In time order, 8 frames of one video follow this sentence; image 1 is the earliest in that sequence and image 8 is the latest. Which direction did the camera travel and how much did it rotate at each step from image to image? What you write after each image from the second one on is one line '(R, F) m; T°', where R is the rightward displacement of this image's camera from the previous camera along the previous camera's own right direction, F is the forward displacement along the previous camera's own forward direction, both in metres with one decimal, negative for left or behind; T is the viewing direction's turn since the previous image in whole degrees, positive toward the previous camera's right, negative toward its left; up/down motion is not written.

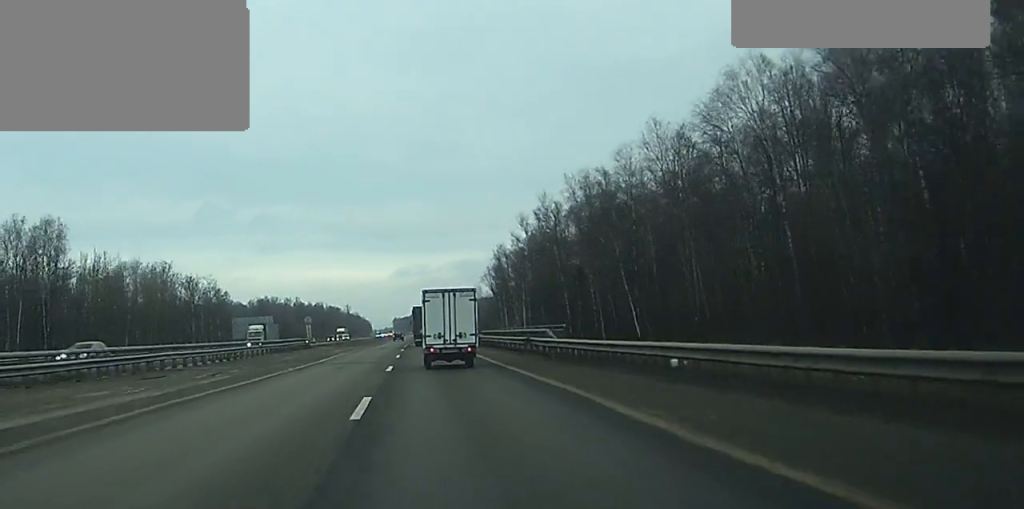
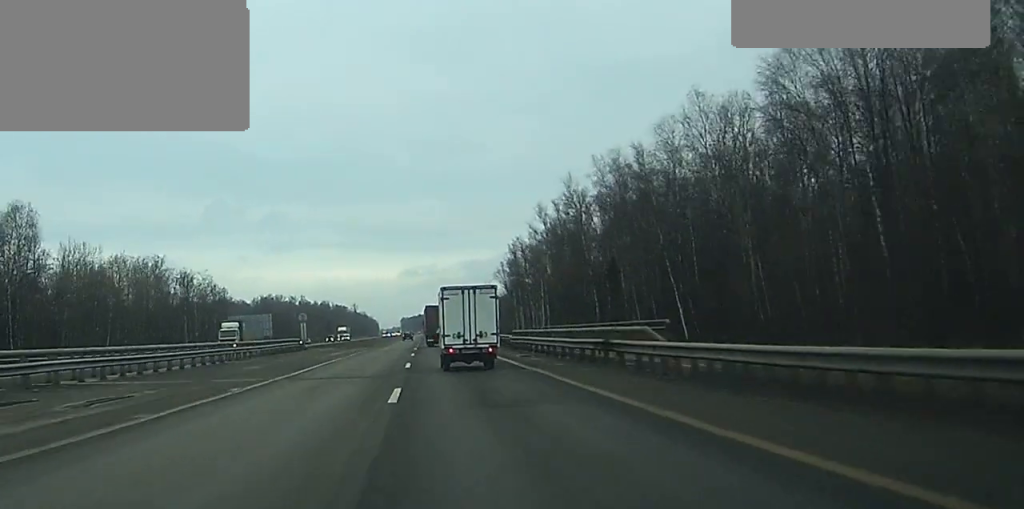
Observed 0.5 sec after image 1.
(0.0, +13.1) m; 0°
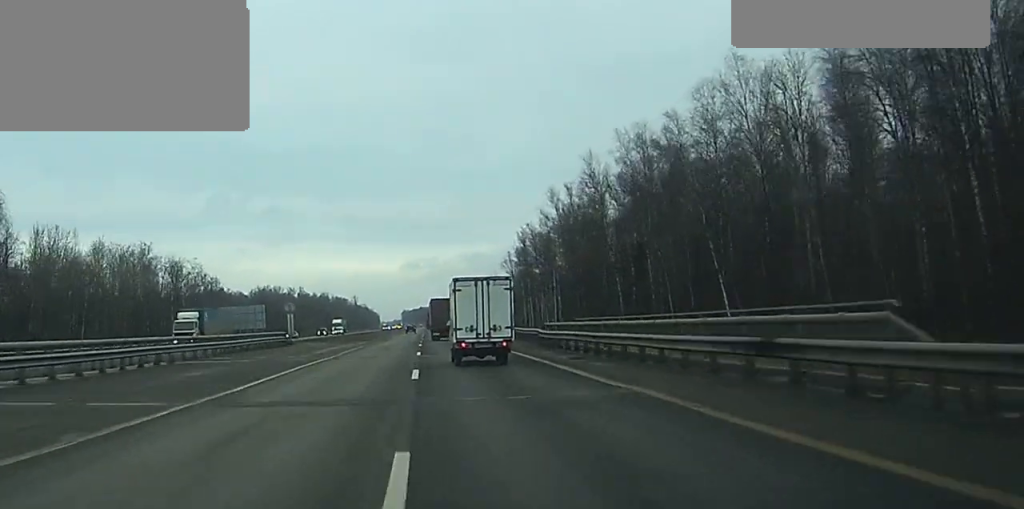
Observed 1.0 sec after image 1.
(-0.1, +10.7) m; 0°
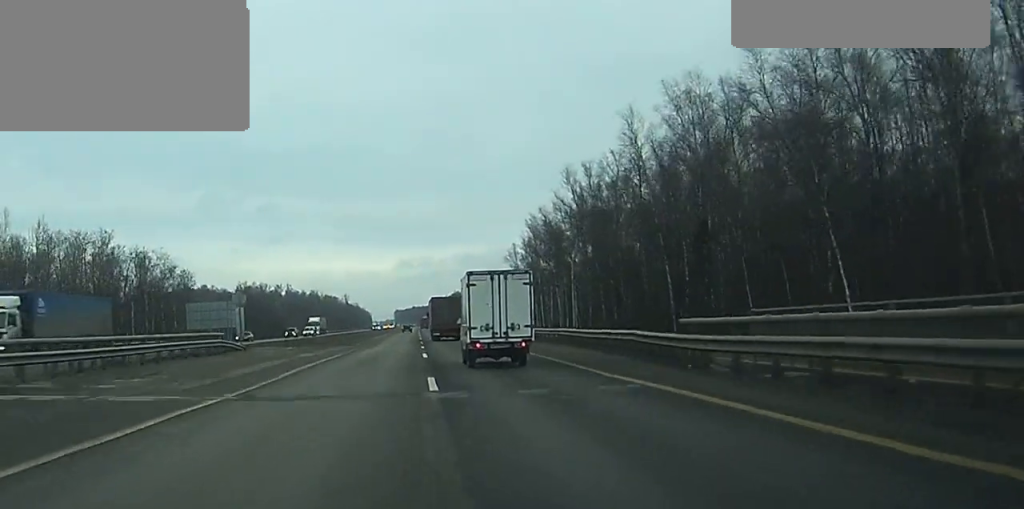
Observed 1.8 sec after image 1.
(-0.1, +20.7) m; 0°
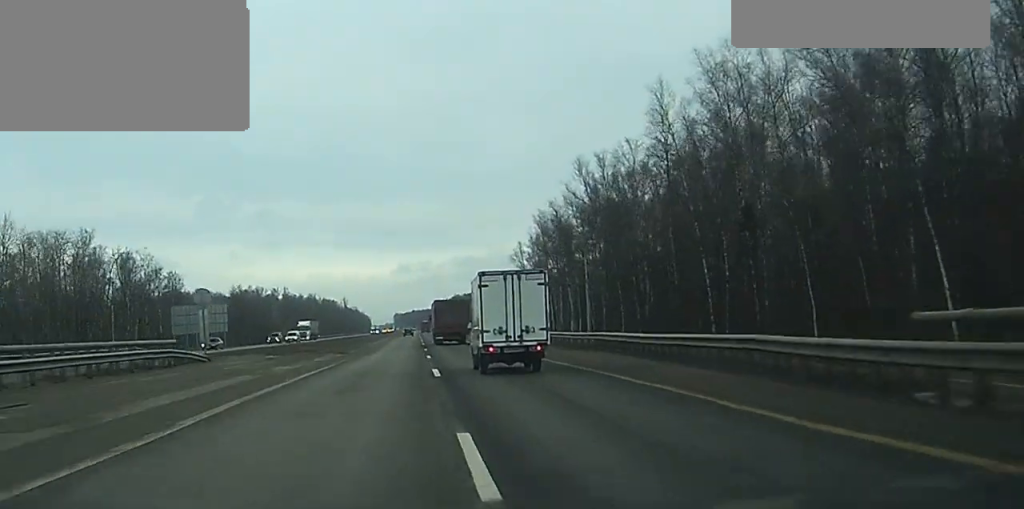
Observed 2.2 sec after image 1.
(0.0, +9.9) m; 0°
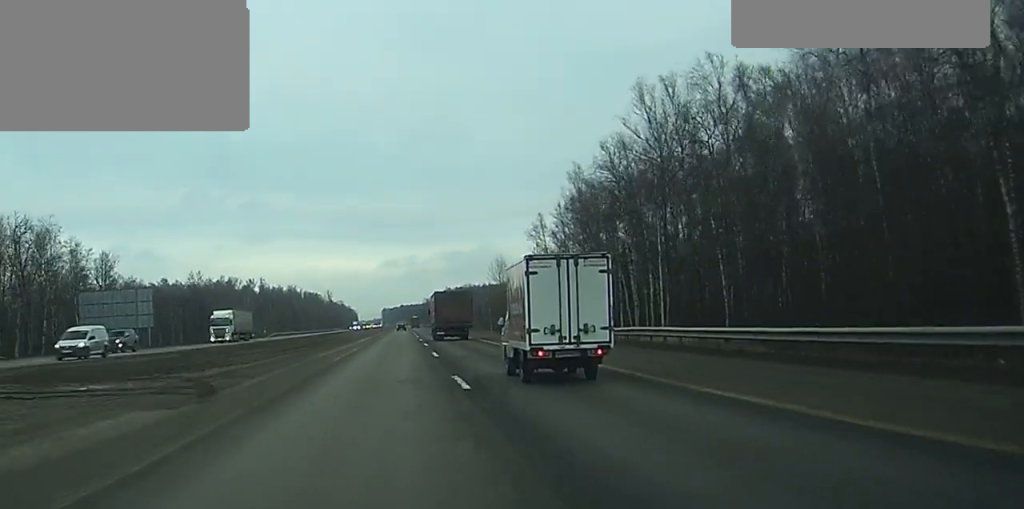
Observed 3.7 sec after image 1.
(+0.3, +36.7) m; +1°
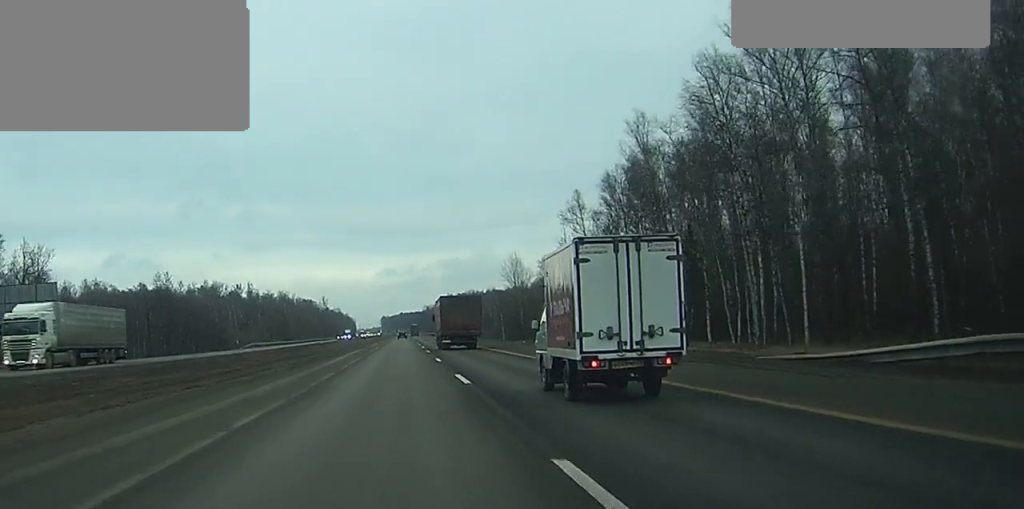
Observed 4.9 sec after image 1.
(0.0, +27.0) m; 0°
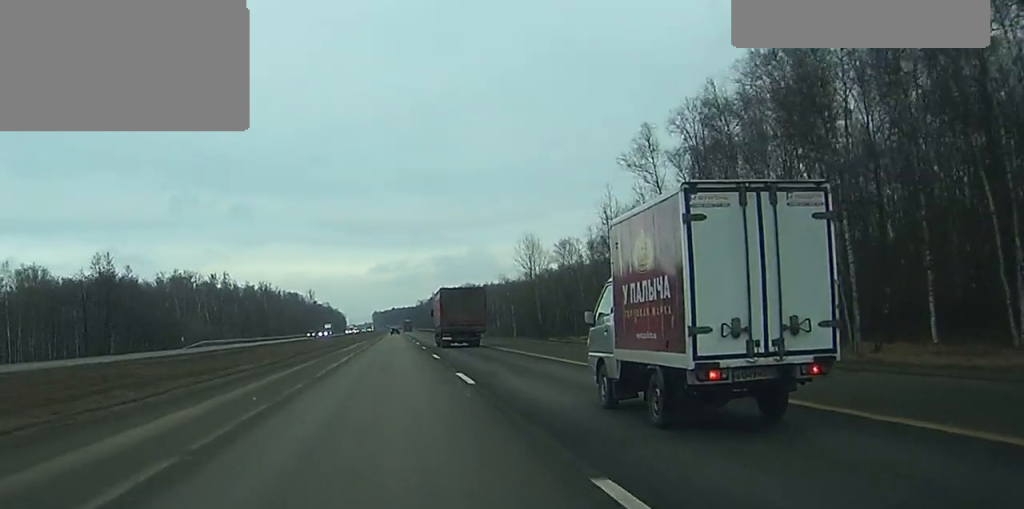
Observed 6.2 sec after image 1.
(+0.1, +28.2) m; 0°
